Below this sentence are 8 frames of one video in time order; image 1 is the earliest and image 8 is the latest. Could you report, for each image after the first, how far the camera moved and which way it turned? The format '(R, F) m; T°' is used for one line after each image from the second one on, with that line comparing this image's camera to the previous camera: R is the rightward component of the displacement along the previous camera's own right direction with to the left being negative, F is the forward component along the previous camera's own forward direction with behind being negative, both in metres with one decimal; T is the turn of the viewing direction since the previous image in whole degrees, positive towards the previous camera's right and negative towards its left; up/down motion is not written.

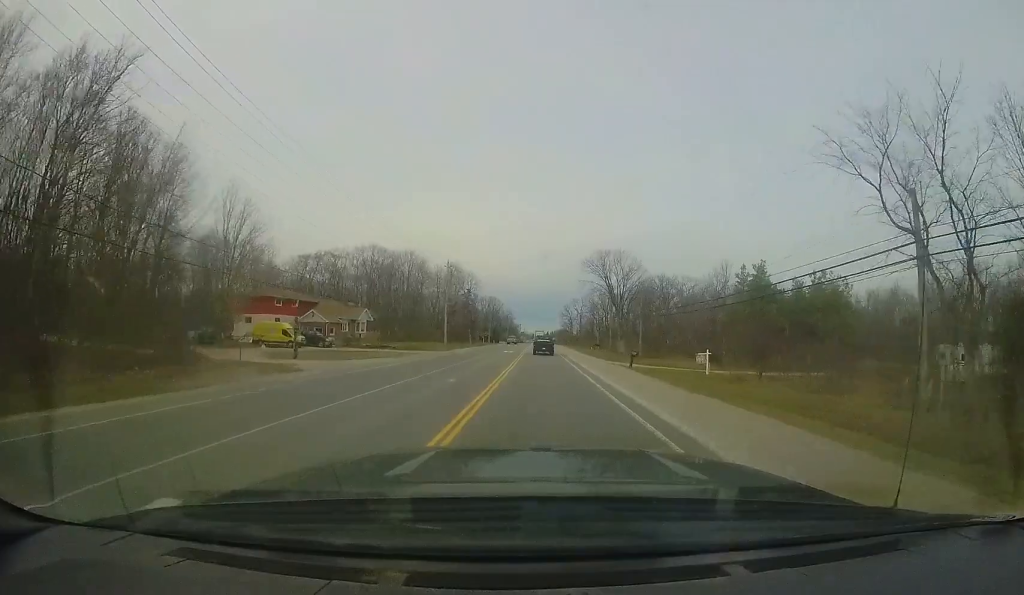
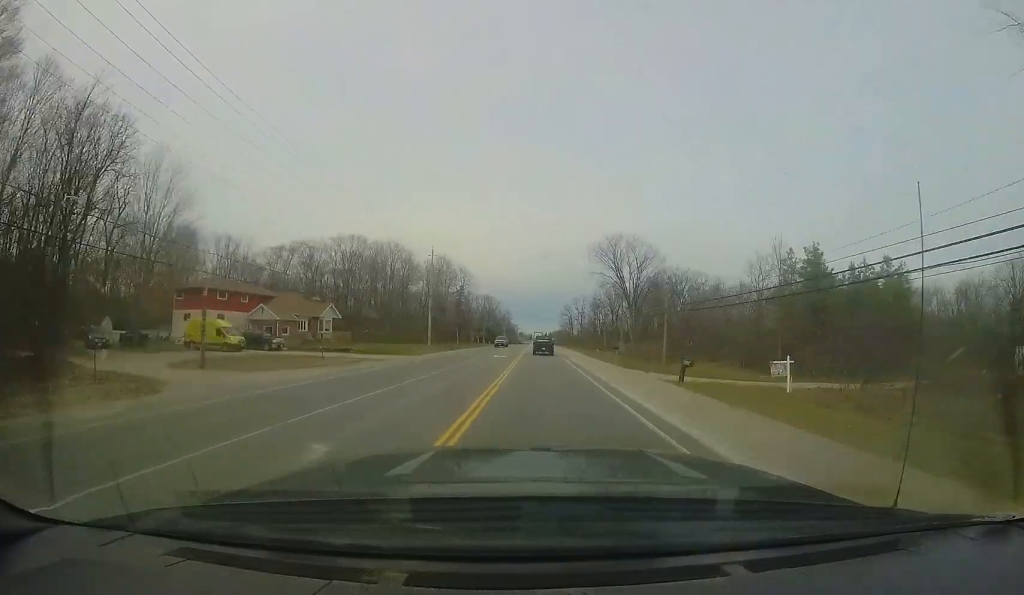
(+0.1, +9.2) m; 0°
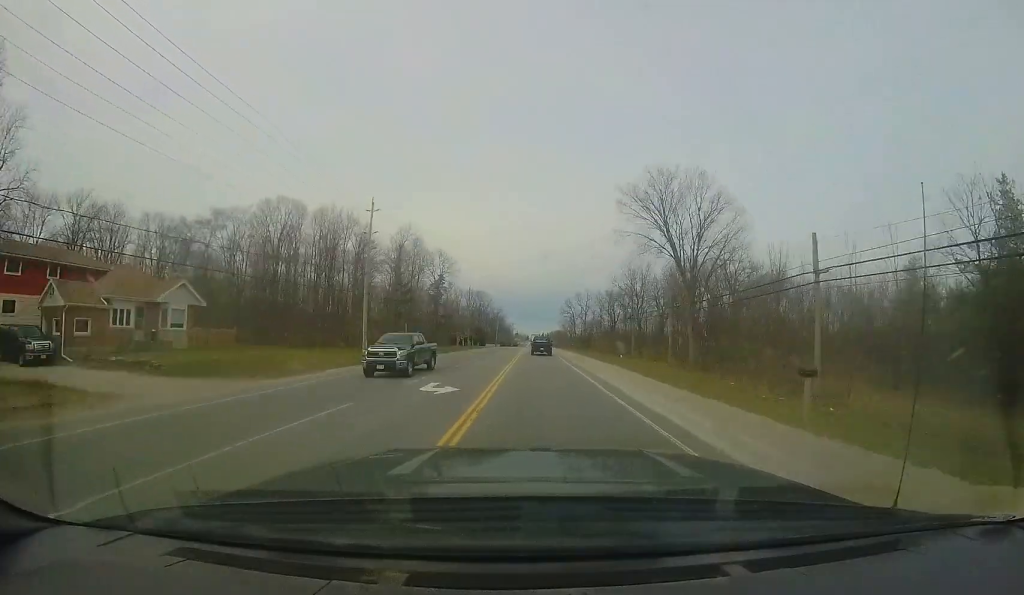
(0.0, +21.0) m; 0°
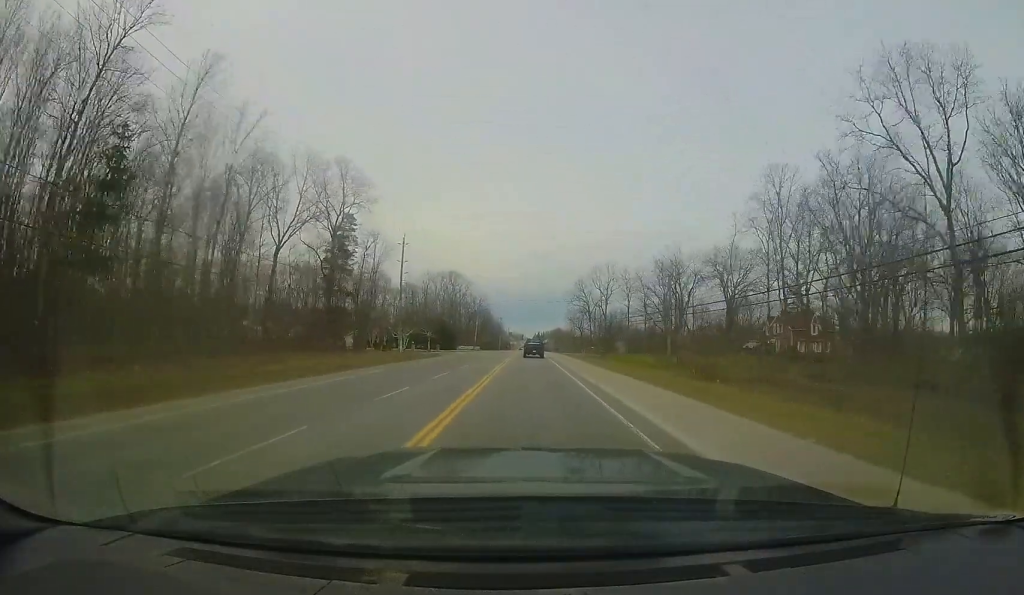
(+0.5, +45.9) m; +1°
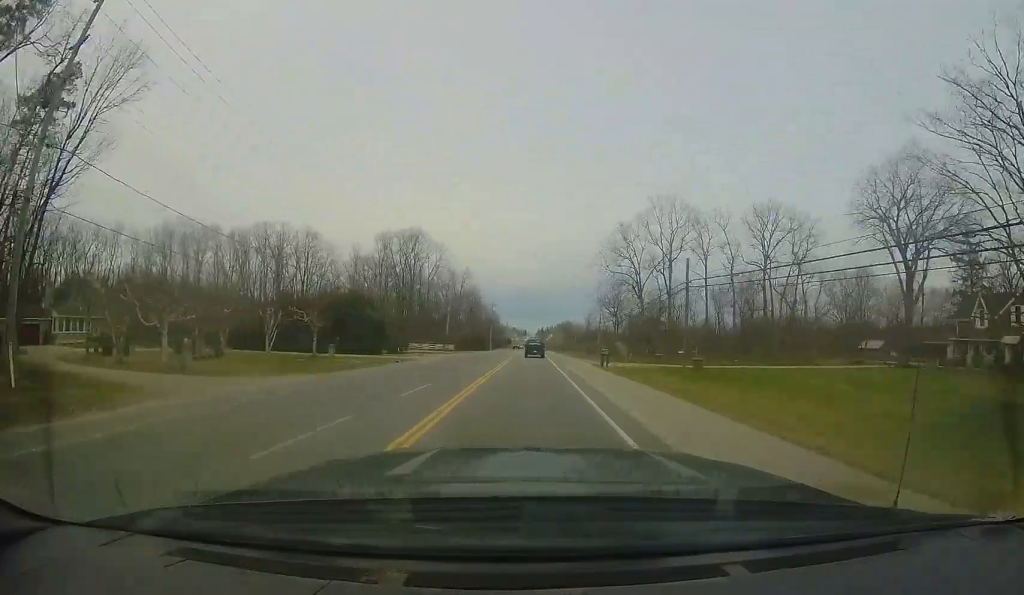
(+0.1, +41.7) m; 0°
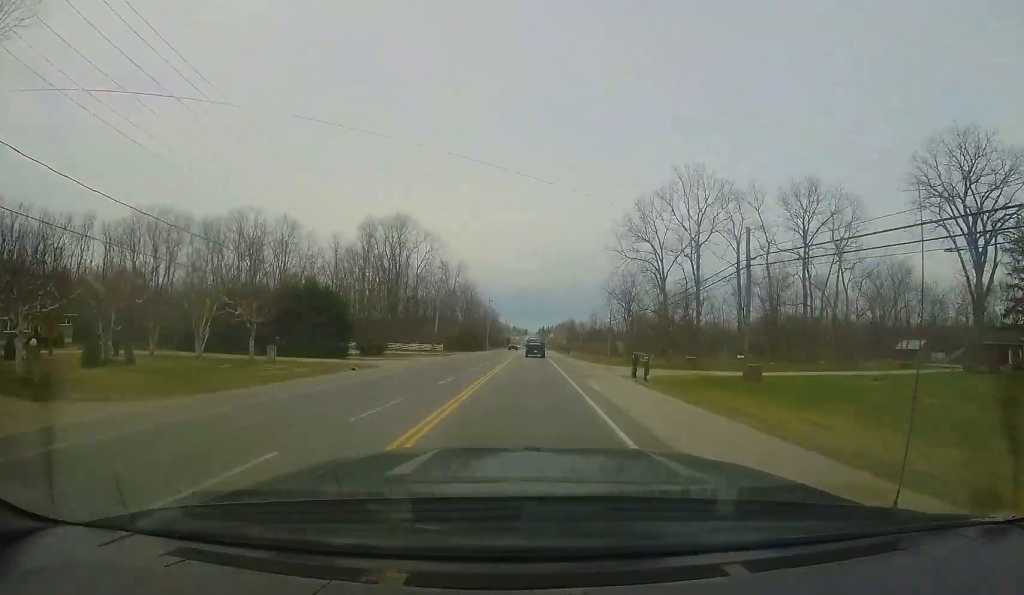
(0.0, +8.8) m; 0°
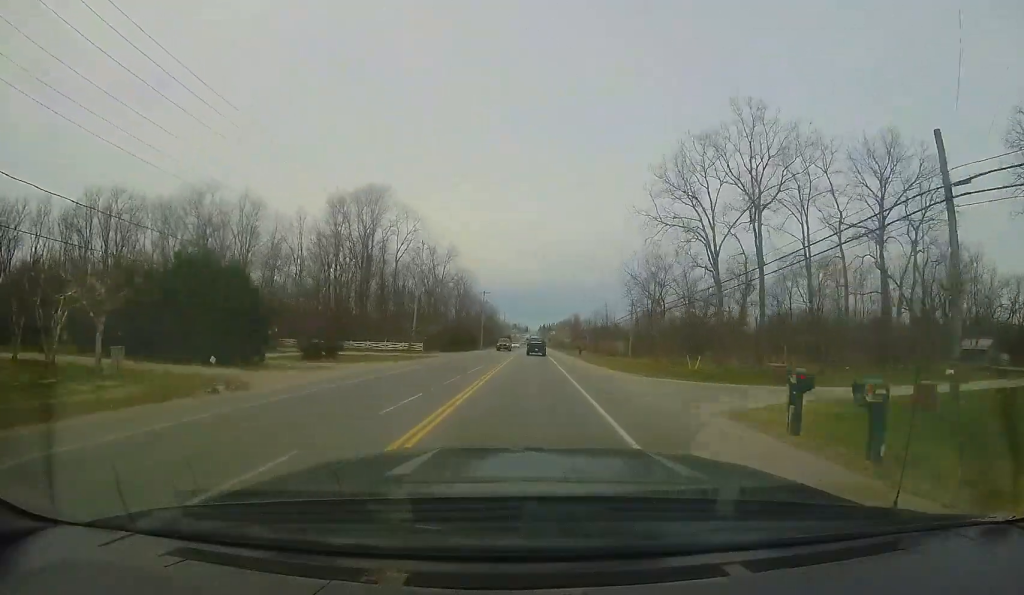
(-0.1, +12.2) m; +1°
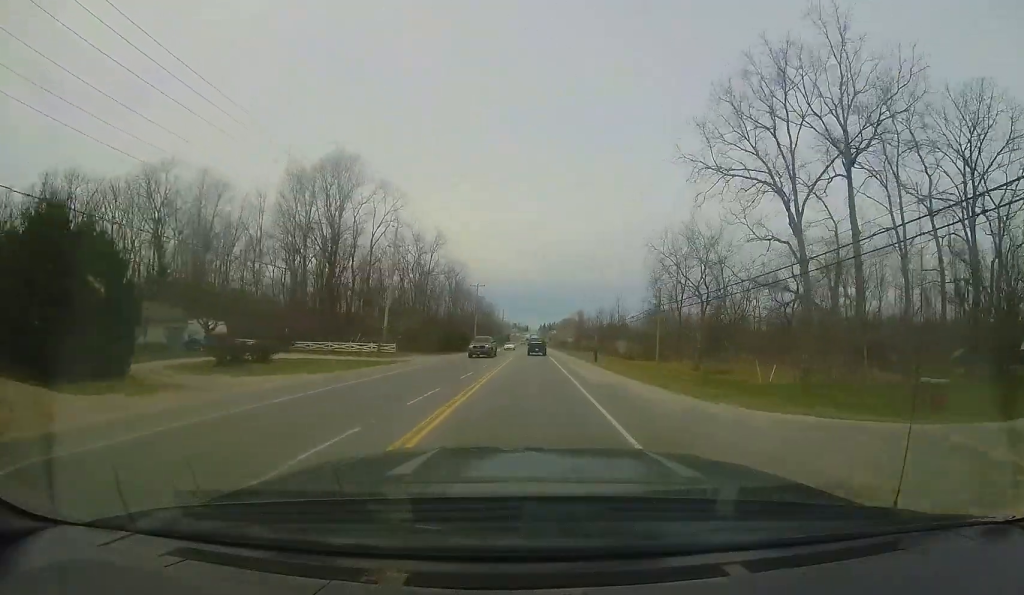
(+0.1, +10.2) m; 0°
